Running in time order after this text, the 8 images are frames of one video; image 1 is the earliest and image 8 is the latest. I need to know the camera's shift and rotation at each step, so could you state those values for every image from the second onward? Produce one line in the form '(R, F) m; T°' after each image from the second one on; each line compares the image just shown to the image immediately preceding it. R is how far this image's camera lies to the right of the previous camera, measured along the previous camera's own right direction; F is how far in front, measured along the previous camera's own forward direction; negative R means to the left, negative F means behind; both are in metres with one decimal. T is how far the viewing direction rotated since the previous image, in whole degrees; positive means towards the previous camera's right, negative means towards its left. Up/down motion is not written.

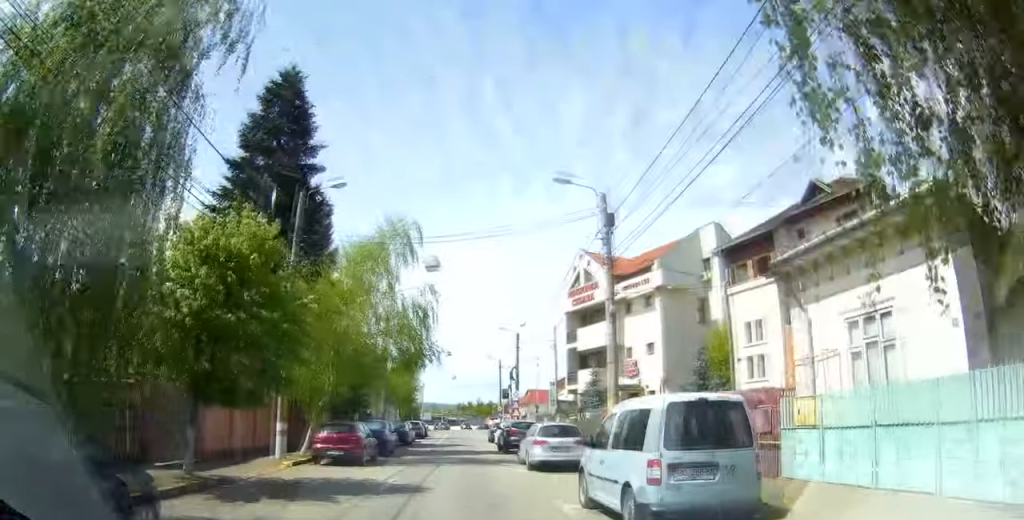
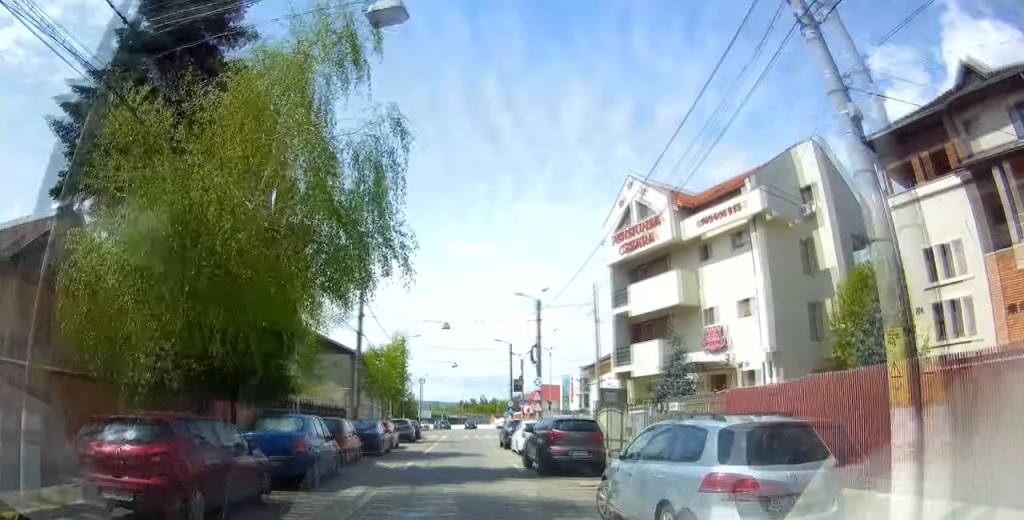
(0.0, +8.5) m; 0°
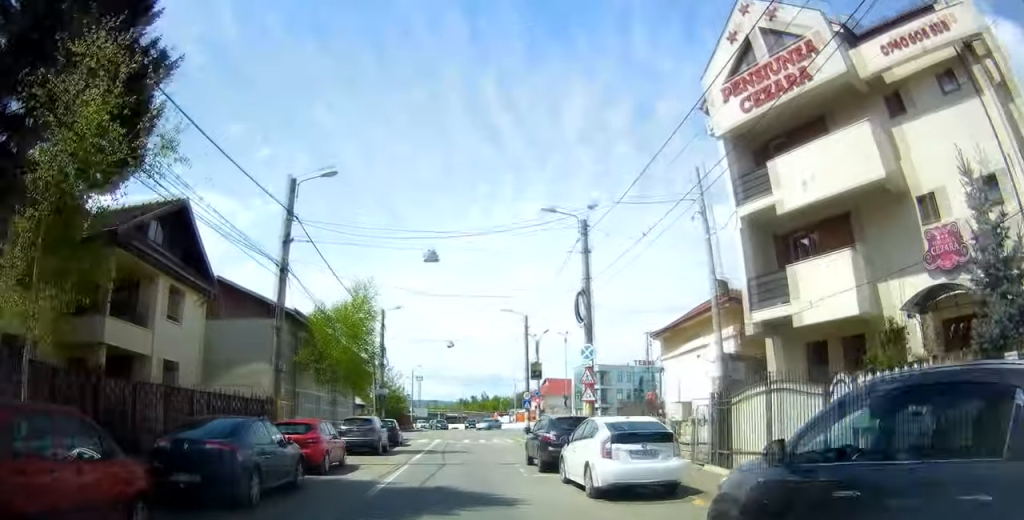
(0.0, +12.2) m; +4°
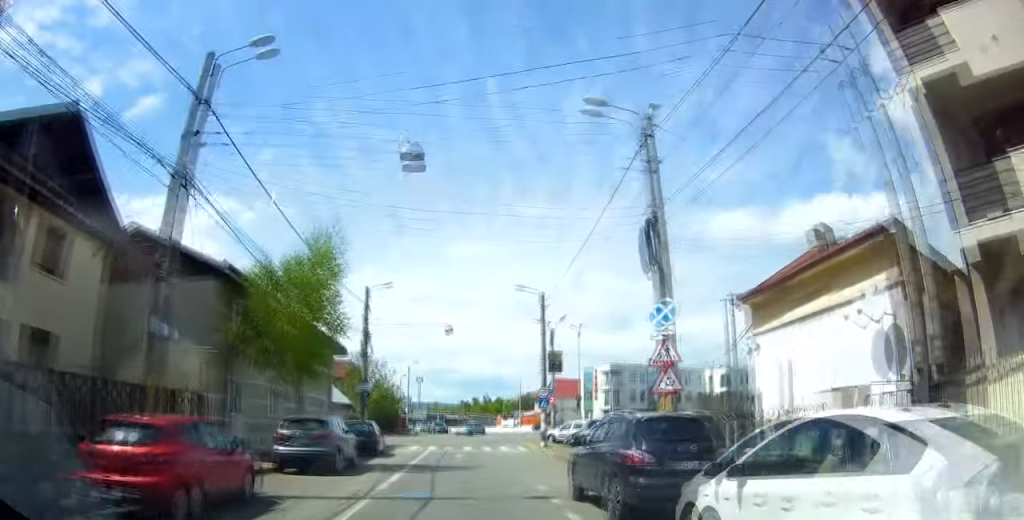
(+0.3, +7.8) m; +3°
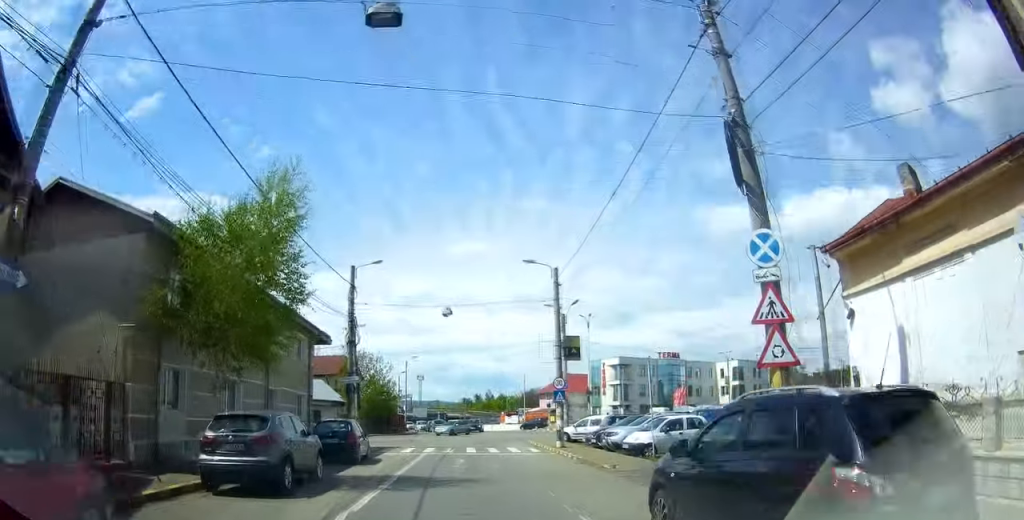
(+0.3, +5.0) m; +2°
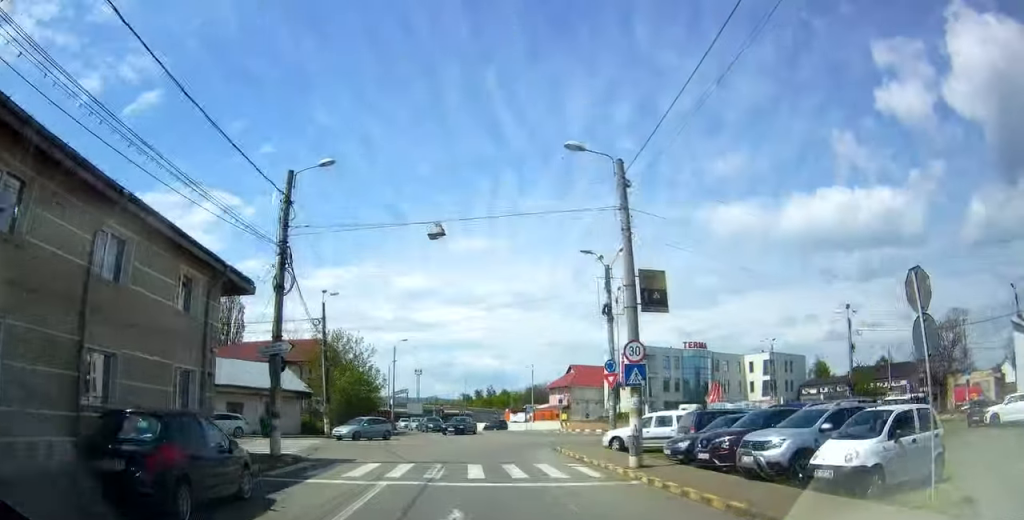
(+0.2, +13.2) m; +1°
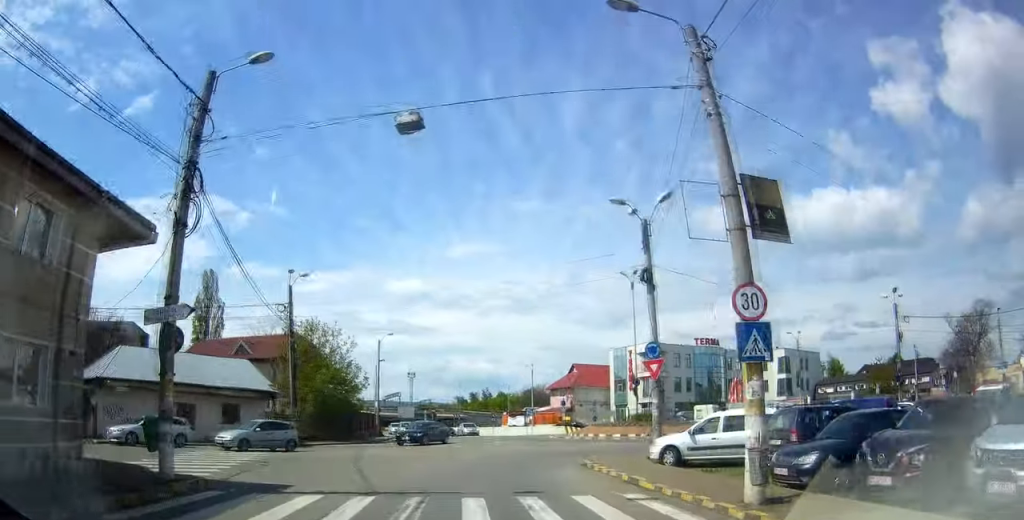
(0.0, +8.4) m; +2°
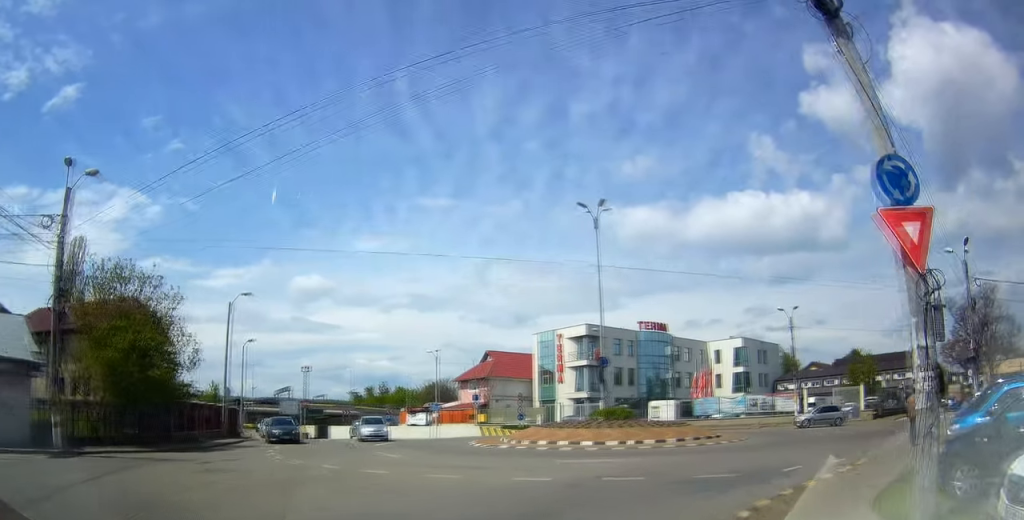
(+1.3, +19.7) m; +10°
